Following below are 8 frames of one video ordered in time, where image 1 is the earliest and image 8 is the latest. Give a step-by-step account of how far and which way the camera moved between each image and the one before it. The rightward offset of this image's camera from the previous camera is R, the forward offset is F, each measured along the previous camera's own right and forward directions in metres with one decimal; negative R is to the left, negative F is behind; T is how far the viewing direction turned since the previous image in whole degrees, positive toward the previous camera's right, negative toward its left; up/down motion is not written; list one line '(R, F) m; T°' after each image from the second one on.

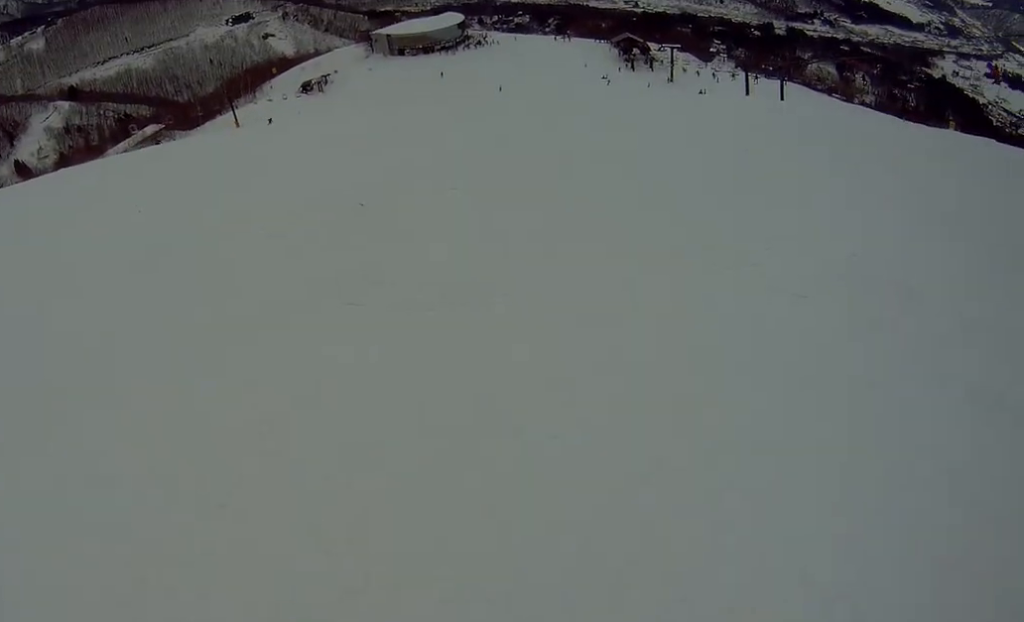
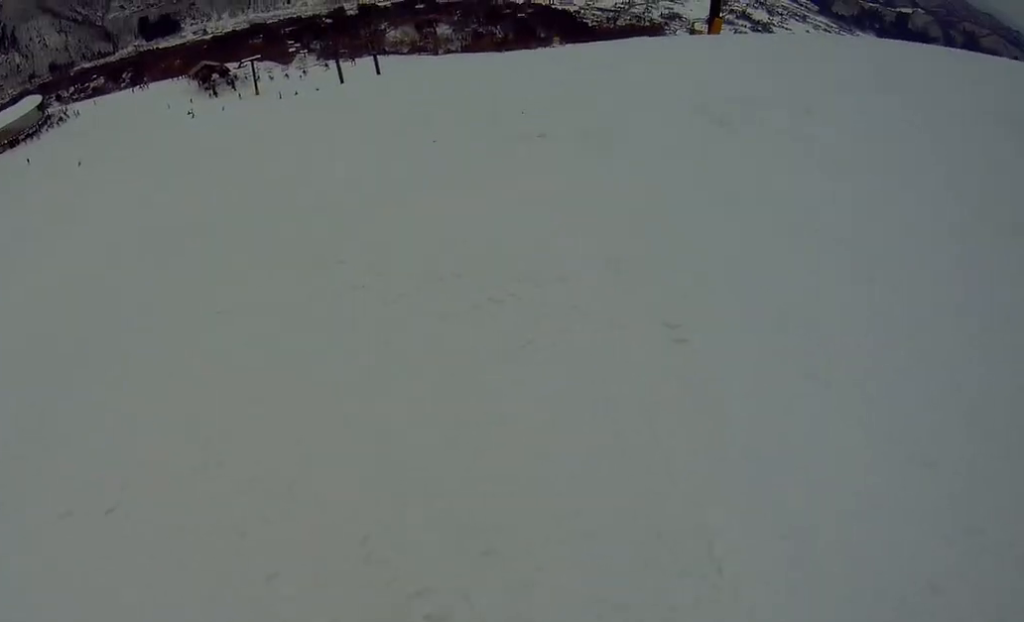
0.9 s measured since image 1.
(+1.2, +4.8) m; +28°
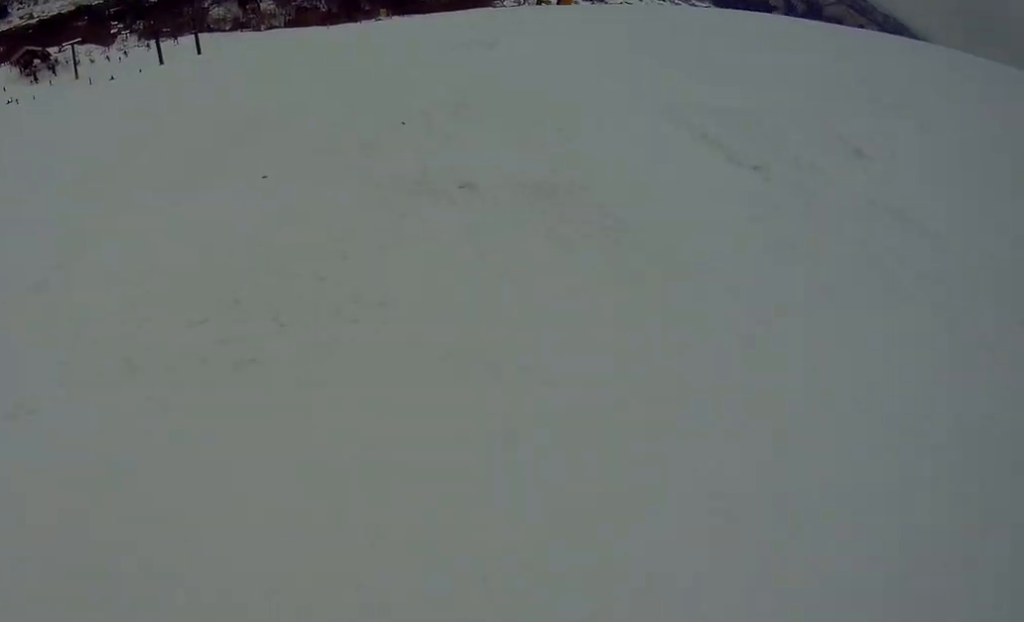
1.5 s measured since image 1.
(+0.4, +3.1) m; +16°
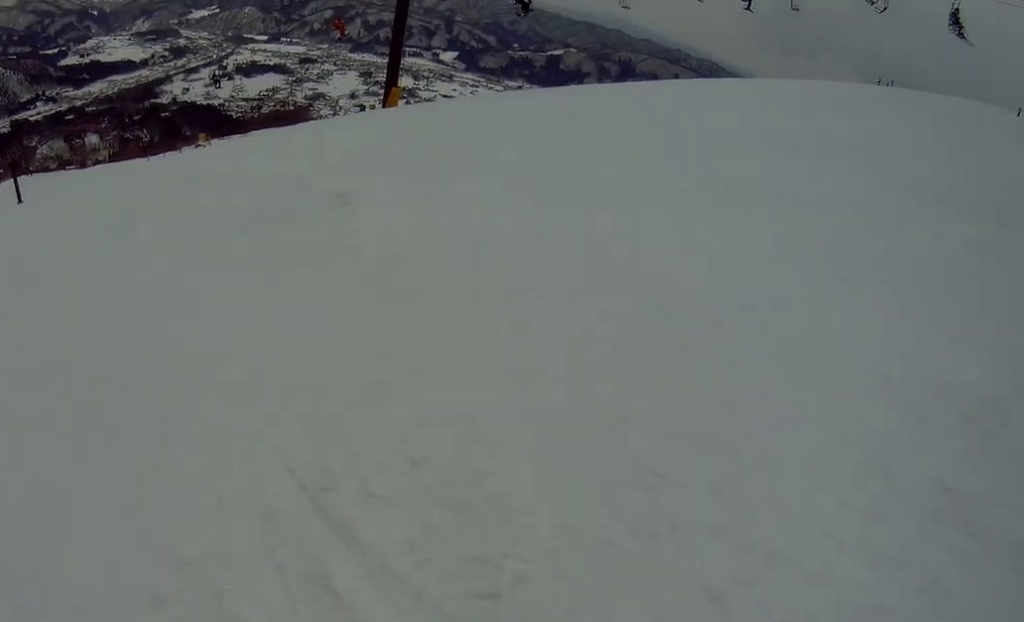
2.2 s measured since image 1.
(+0.8, +3.6) m; +12°
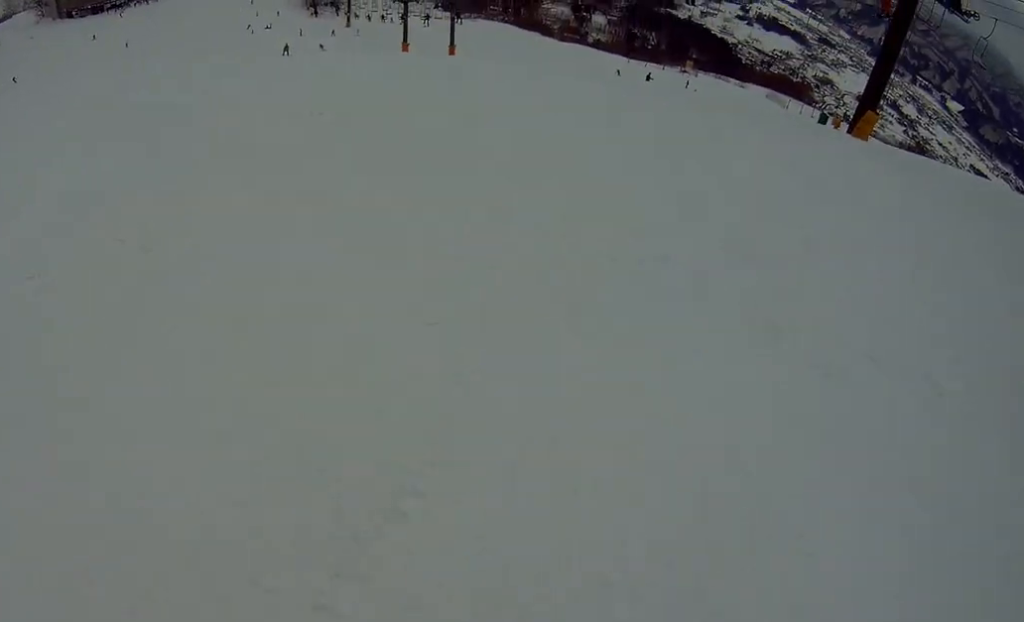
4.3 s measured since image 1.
(+0.1, +10.9) m; -16°
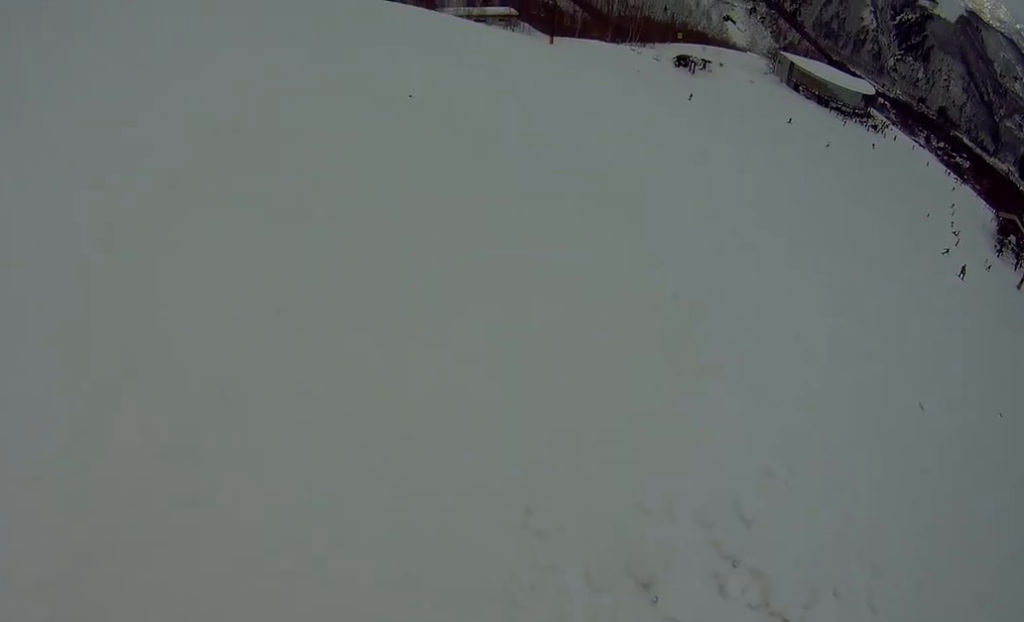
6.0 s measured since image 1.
(-2.9, +3.2) m; -97°
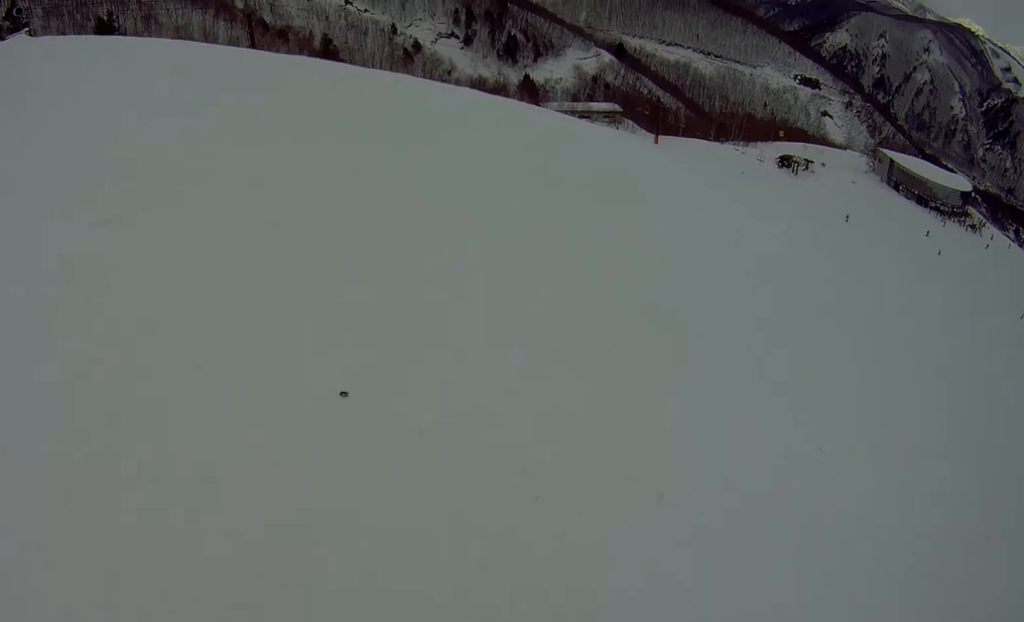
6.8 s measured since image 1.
(-1.1, +2.7) m; -22°
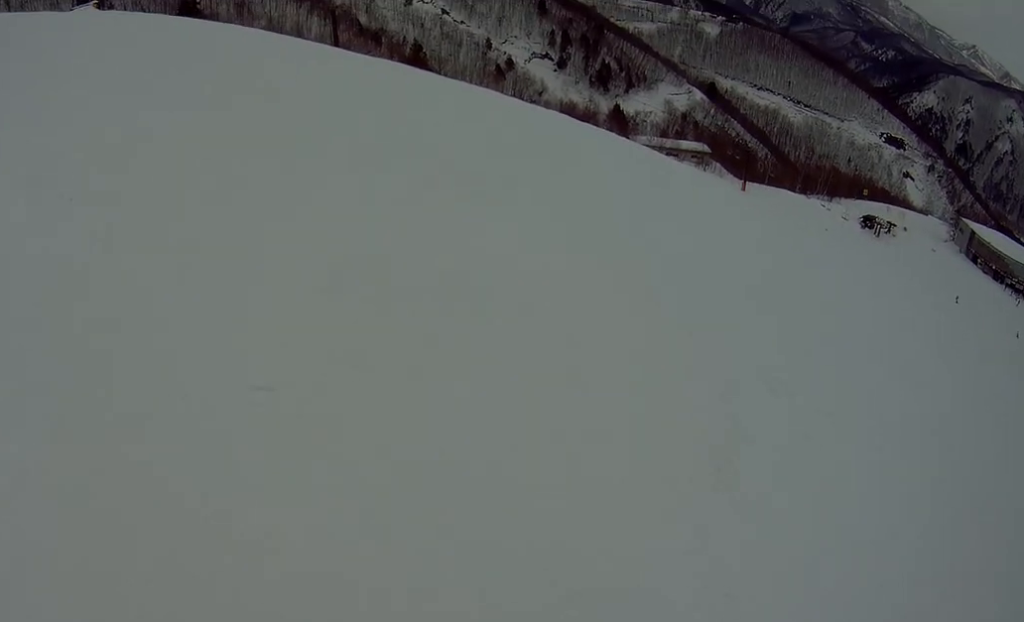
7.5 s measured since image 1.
(-0.2, +2.8) m; -3°
